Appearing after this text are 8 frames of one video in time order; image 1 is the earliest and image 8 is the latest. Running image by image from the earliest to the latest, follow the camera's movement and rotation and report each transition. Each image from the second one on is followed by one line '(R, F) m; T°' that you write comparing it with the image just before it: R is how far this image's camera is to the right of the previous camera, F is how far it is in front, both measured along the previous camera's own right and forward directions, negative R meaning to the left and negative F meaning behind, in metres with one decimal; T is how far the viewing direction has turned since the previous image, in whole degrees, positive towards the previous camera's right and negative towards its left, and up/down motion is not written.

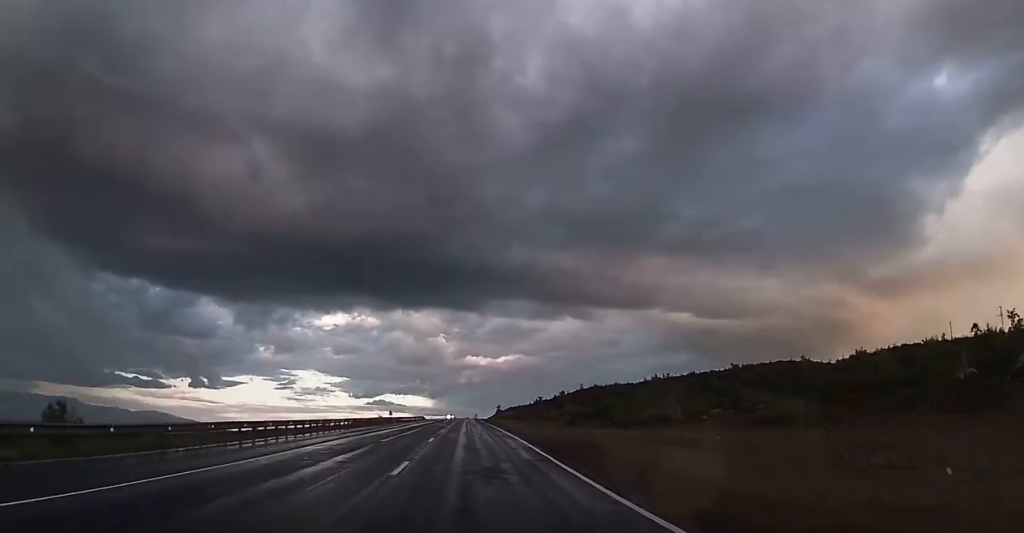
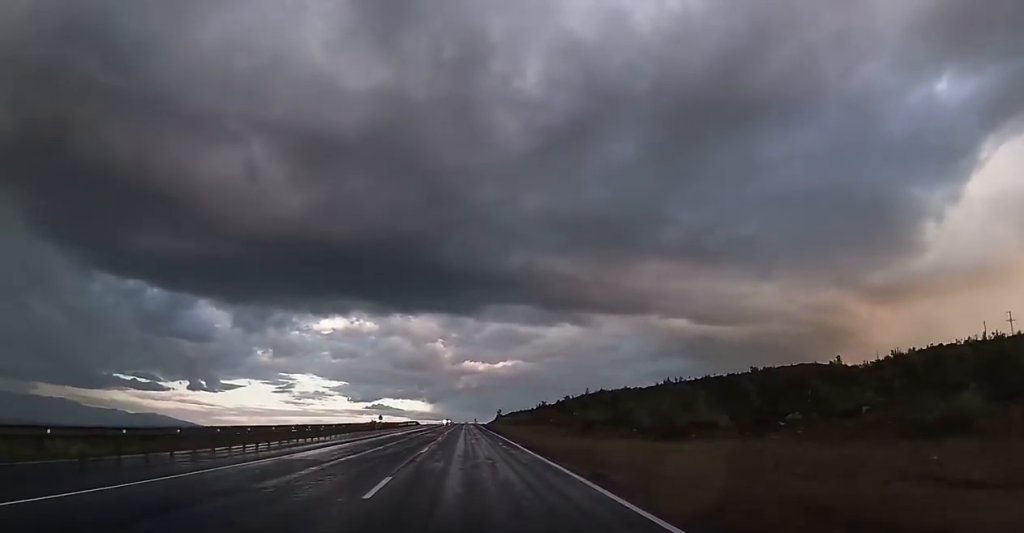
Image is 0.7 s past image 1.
(0.0, +15.2) m; 0°
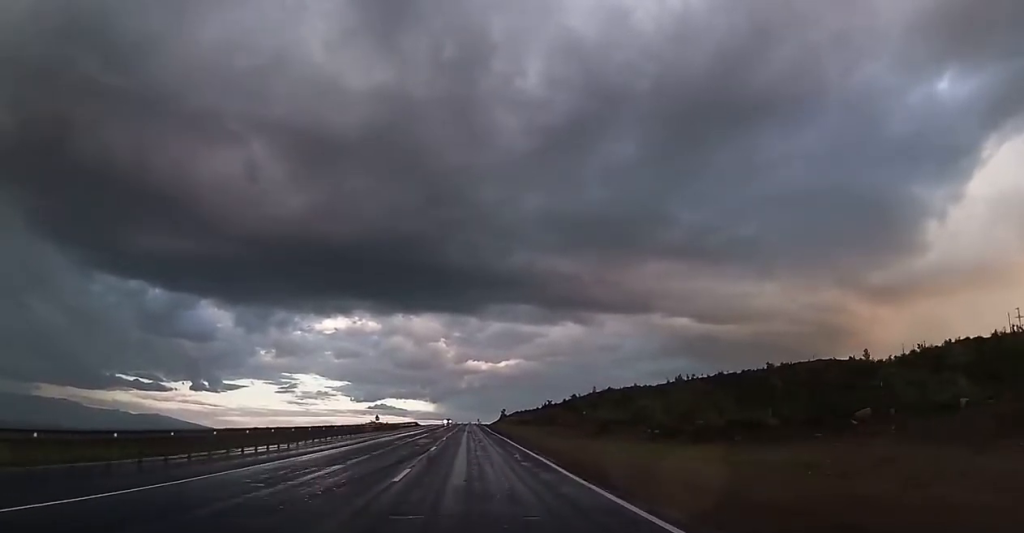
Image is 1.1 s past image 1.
(-0.1, +8.6) m; 0°
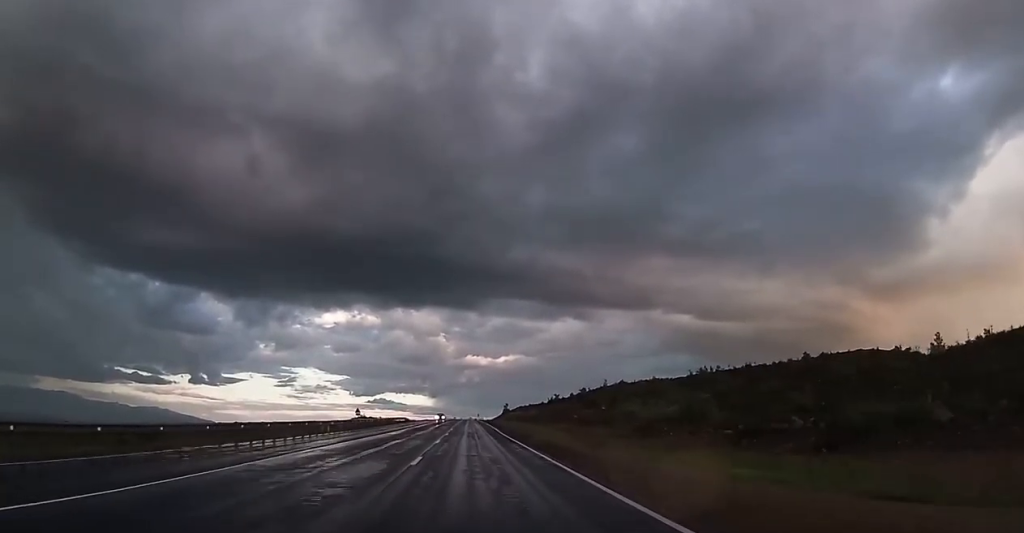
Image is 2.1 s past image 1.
(+0.3, +20.9) m; 0°
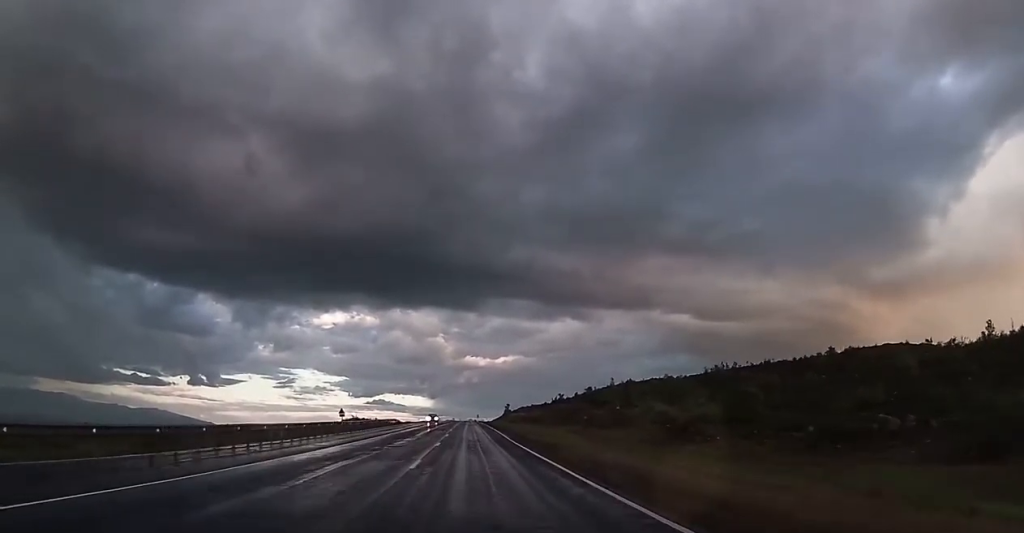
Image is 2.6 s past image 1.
(+0.1, +12.3) m; 0°
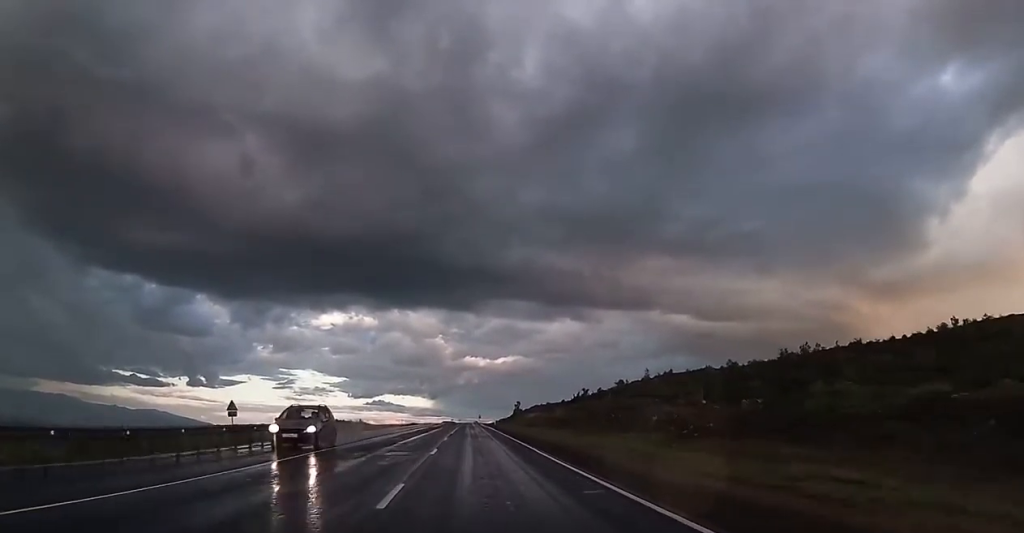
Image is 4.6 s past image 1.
(-0.5, +41.7) m; 0°
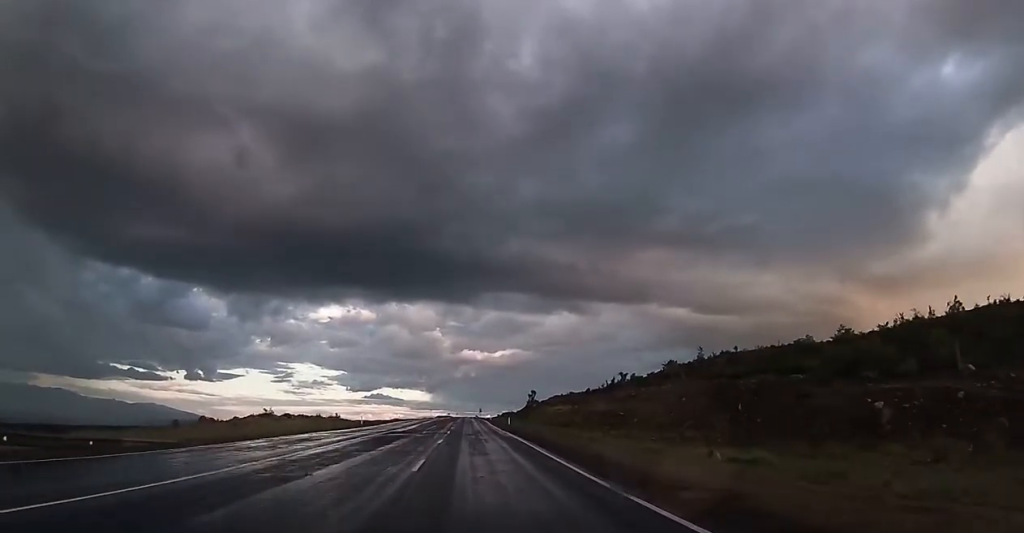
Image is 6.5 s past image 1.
(0.0, +41.9) m; 0°
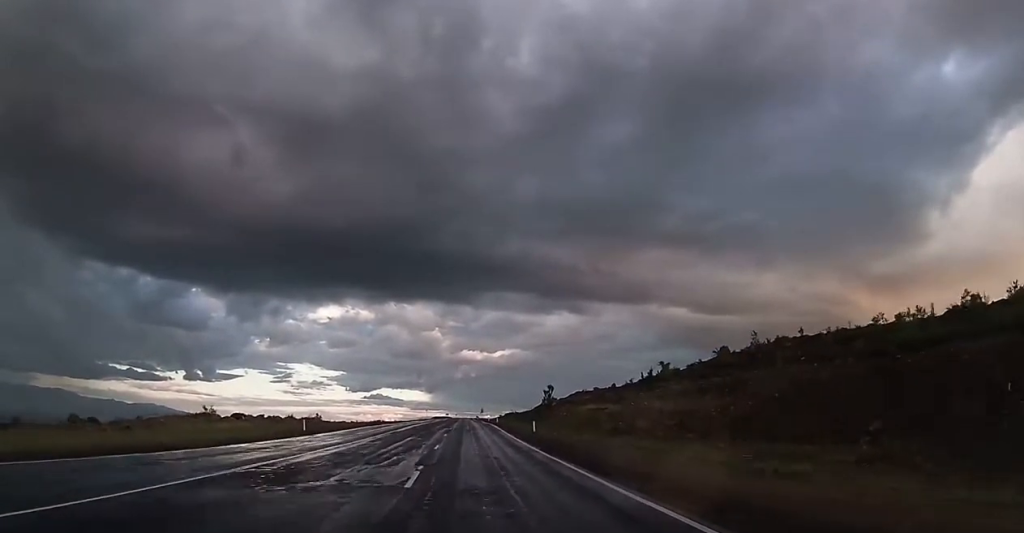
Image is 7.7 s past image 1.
(+0.1, +26.2) m; 0°
